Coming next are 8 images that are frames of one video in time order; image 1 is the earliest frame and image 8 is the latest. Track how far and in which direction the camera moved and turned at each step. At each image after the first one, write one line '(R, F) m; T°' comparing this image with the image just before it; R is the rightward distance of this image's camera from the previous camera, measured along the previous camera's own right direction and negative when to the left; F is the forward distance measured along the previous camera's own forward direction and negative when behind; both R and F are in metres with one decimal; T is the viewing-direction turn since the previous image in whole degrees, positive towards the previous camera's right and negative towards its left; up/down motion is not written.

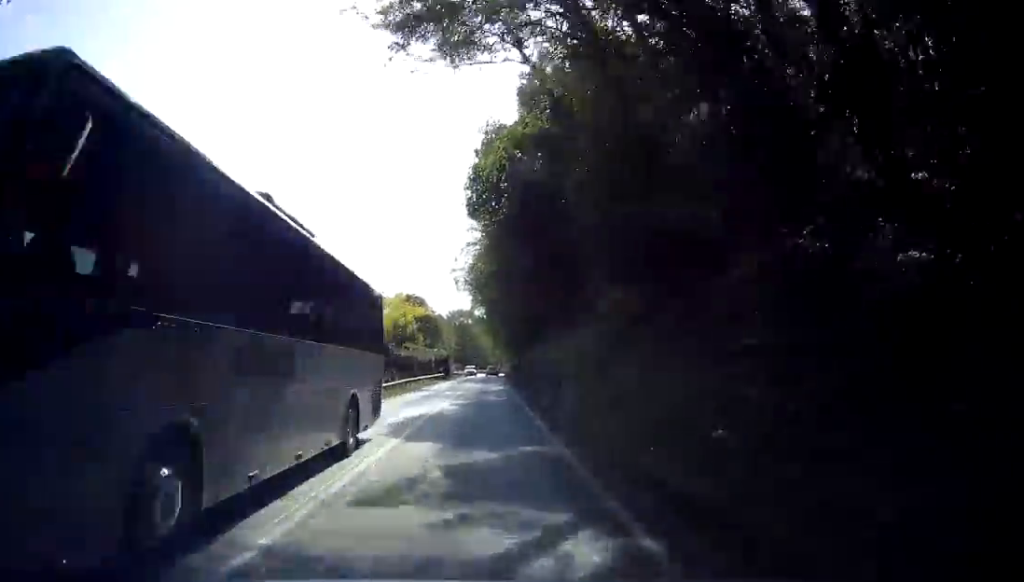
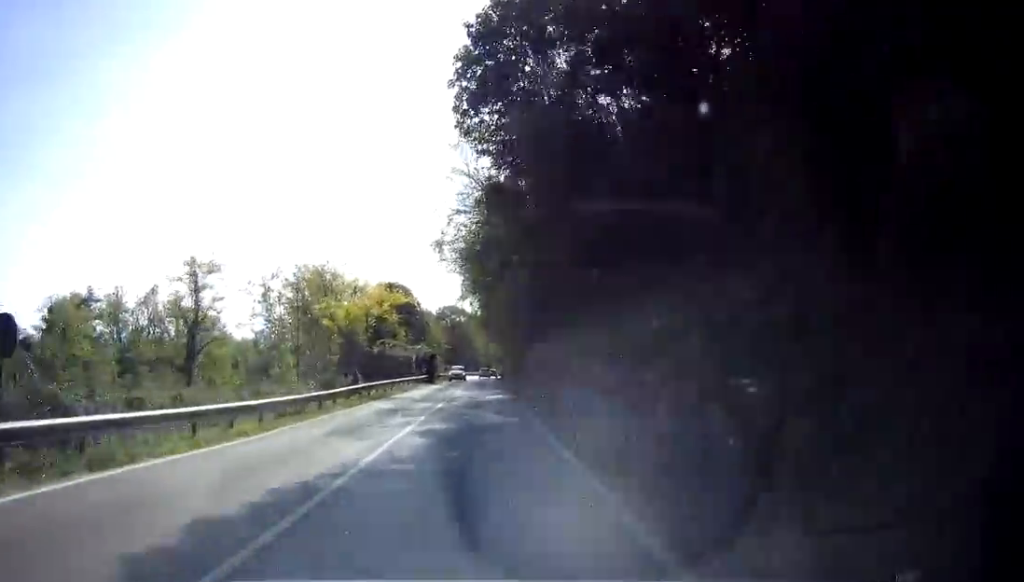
(+0.2, +11.2) m; +1°
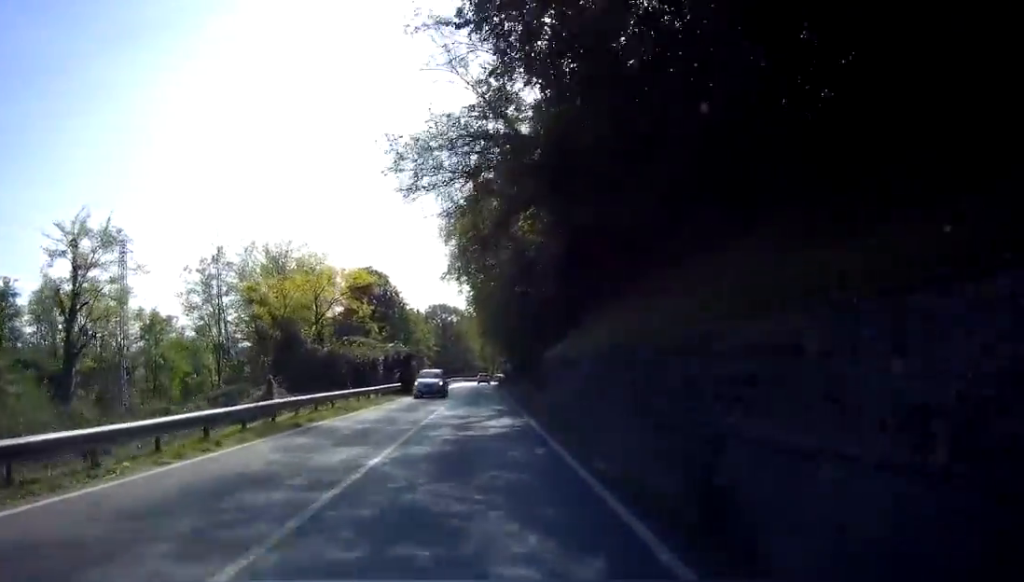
(+0.1, +13.5) m; +1°
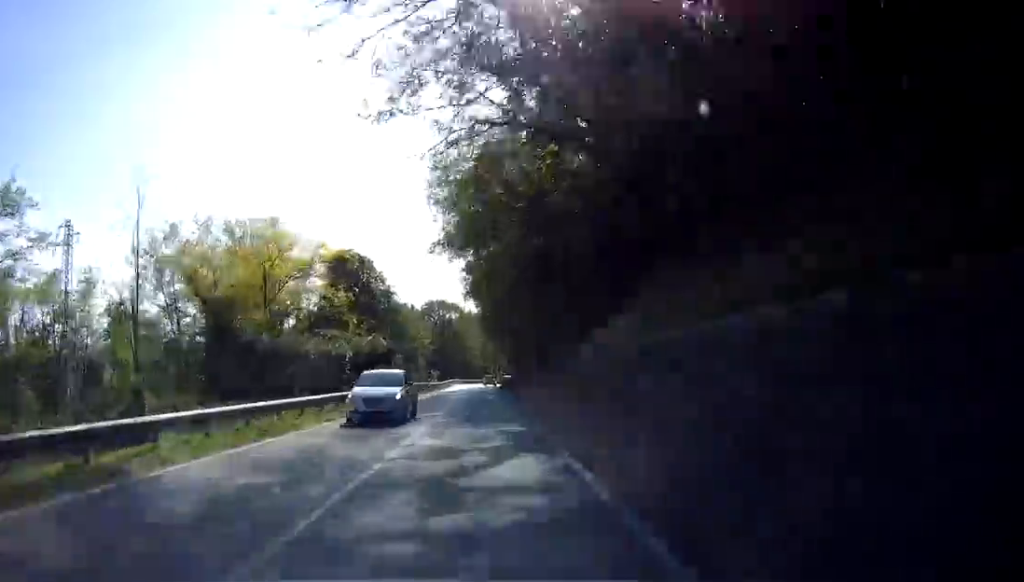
(0.0, +8.5) m; 0°
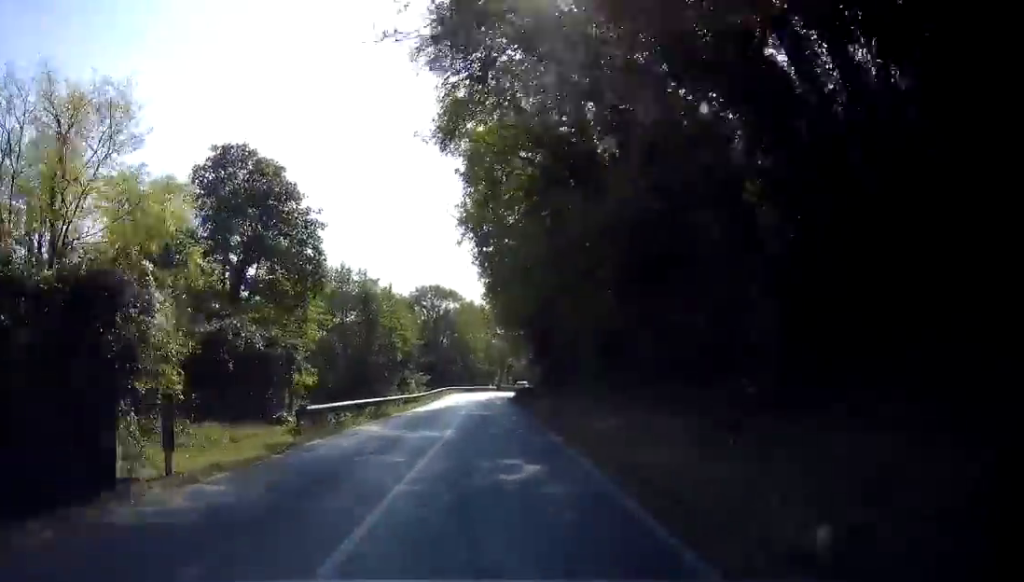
(+0.1, +23.7) m; +1°
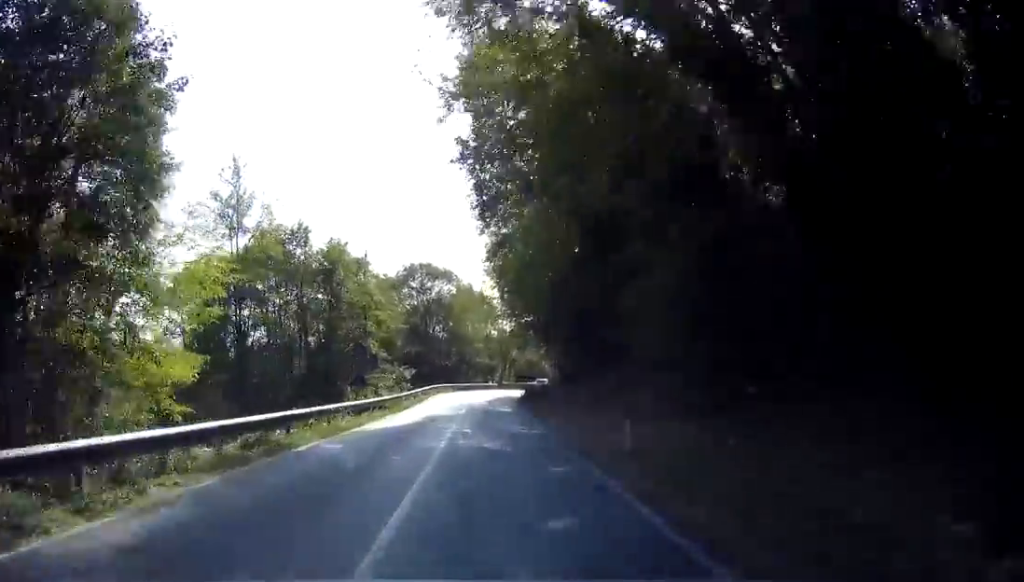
(0.0, +13.0) m; +2°
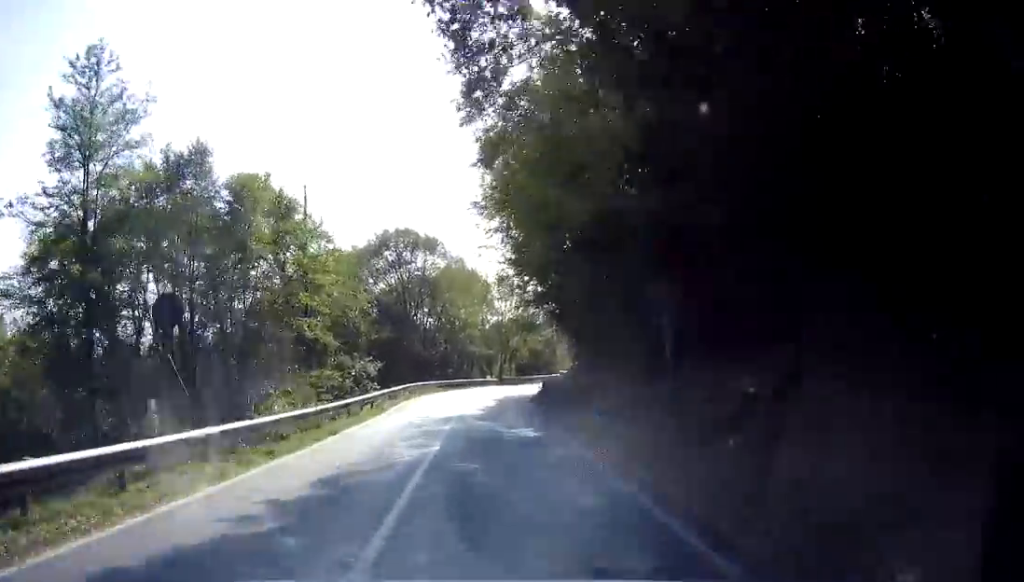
(+0.6, +14.5) m; +2°
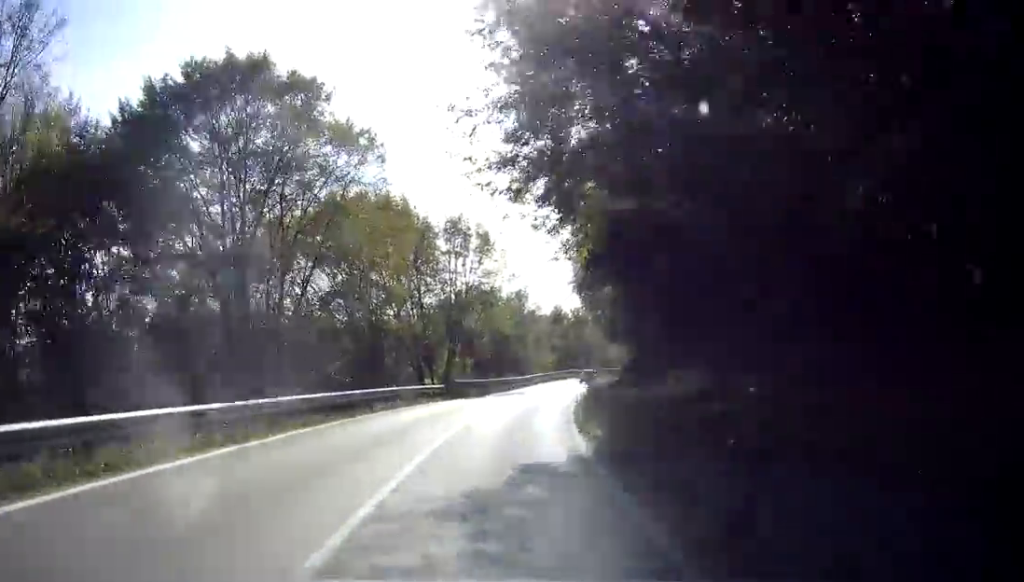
(0.0, +31.7) m; 0°
